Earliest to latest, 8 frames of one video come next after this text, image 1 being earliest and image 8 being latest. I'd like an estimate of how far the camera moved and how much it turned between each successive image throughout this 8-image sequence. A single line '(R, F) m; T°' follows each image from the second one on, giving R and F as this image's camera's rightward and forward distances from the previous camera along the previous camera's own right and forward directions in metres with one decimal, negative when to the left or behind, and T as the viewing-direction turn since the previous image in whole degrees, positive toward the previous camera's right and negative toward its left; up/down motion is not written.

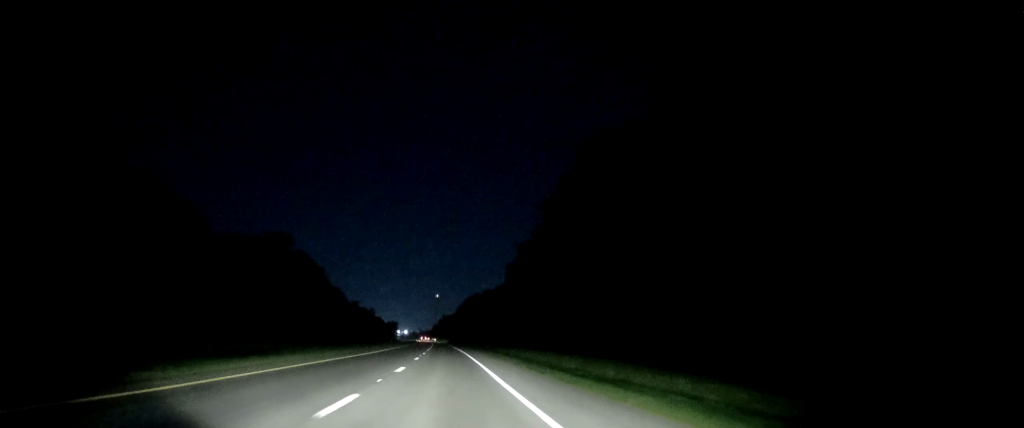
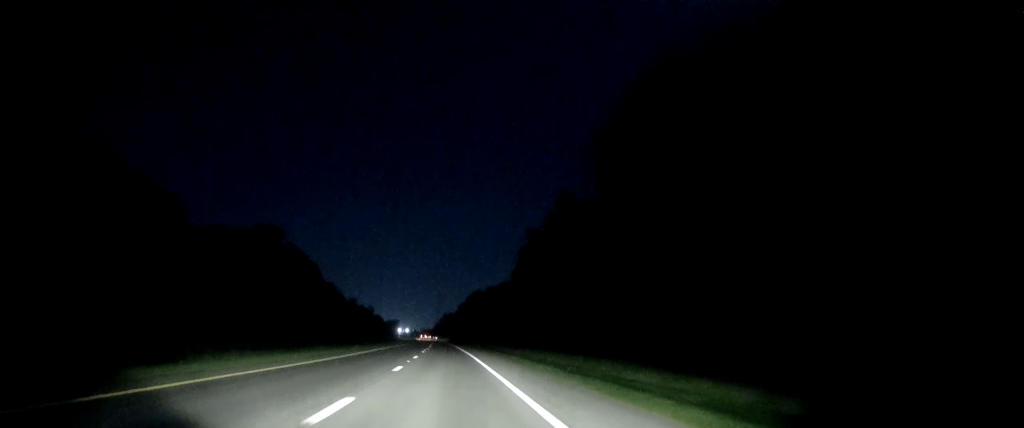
(0.0, +13.1) m; 0°
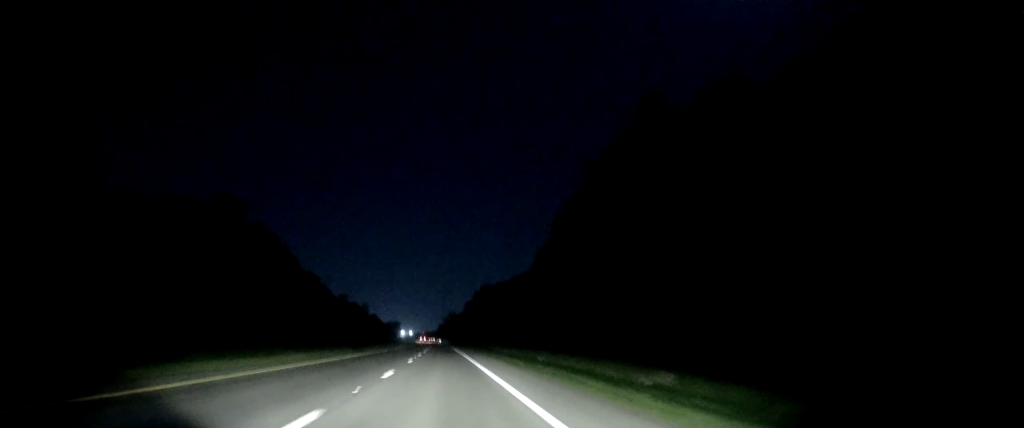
(+0.9, +40.3) m; 0°
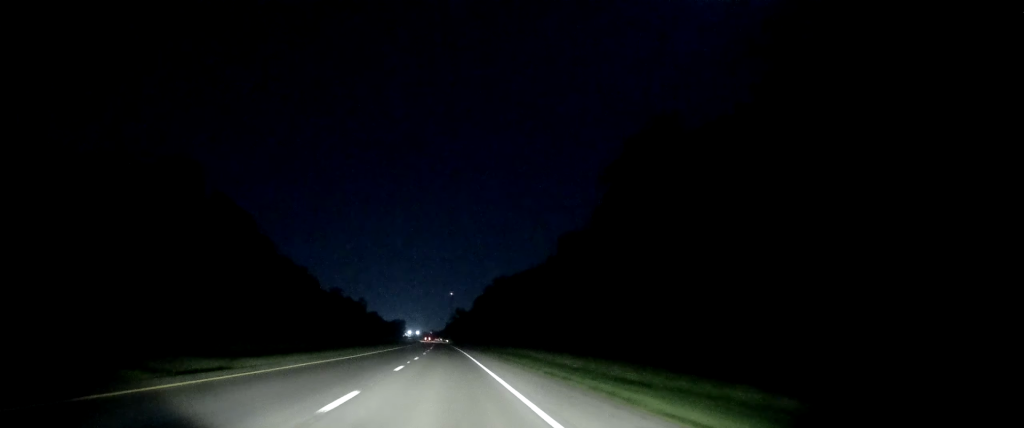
(-0.6, +32.9) m; -2°
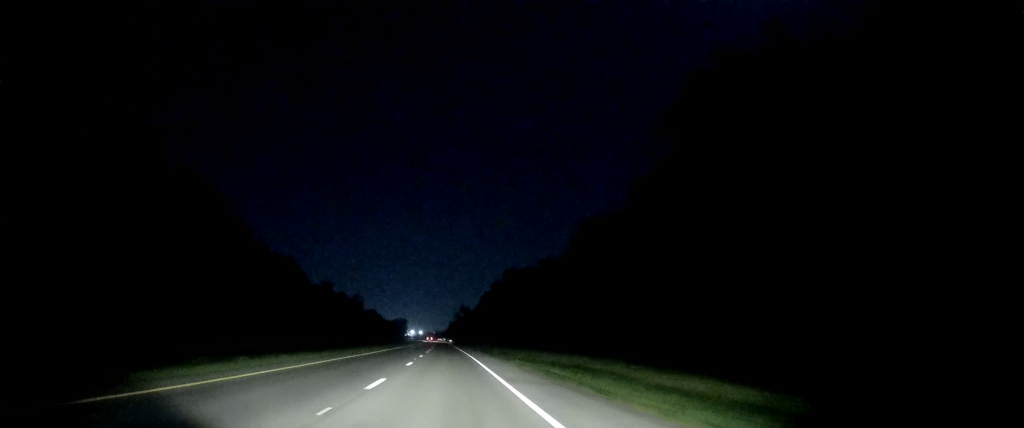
(-0.2, +19.8) m; -1°
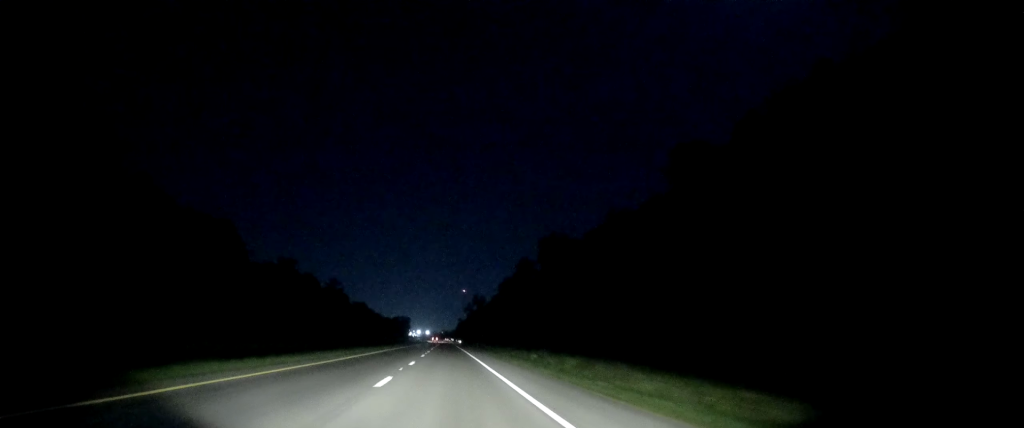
(0.0, +60.4) m; 0°
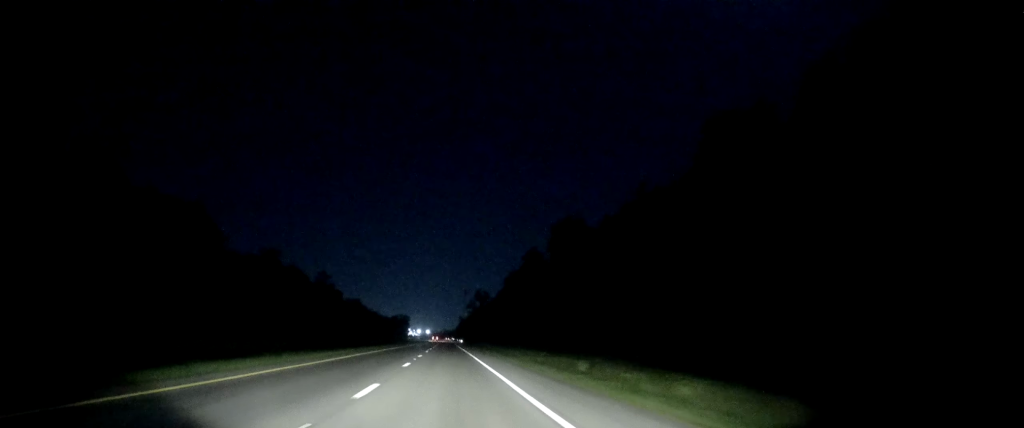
(0.0, +14.9) m; 0°
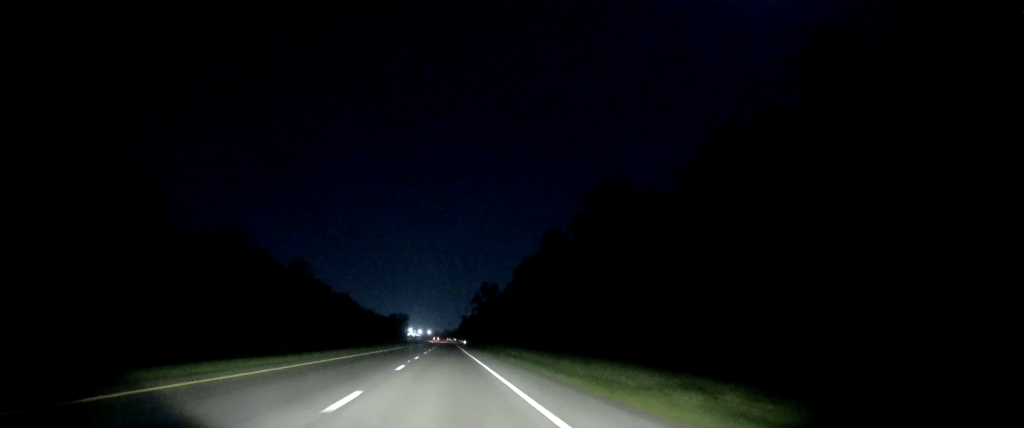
(0.0, +26.8) m; 0°
